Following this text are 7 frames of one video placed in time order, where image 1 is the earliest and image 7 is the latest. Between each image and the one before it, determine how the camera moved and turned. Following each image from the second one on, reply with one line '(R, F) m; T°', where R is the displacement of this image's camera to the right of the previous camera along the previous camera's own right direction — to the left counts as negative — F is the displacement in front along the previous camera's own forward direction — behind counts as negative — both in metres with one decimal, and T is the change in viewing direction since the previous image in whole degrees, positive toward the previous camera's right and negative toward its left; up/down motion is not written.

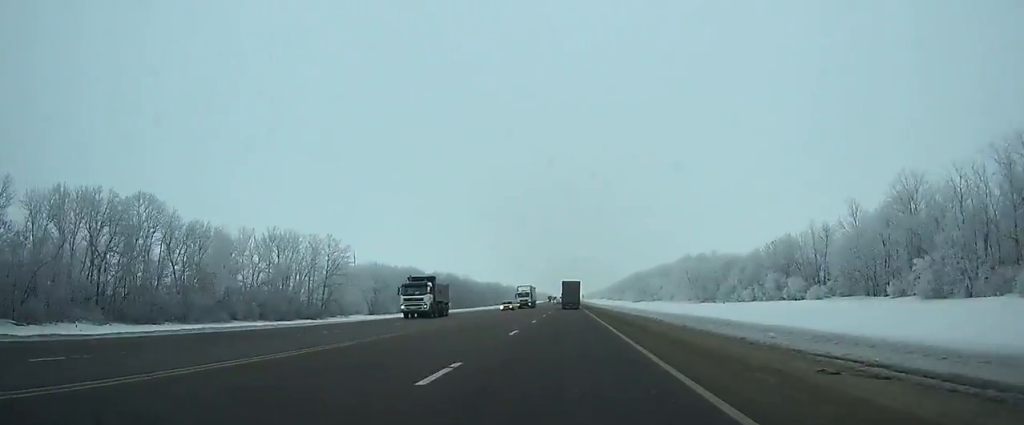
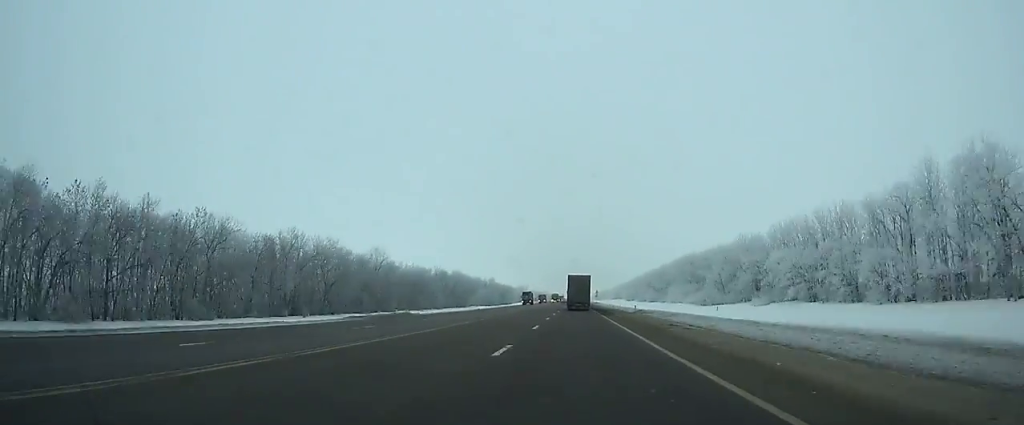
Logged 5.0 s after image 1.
(-0.2, +115.9) m; 0°
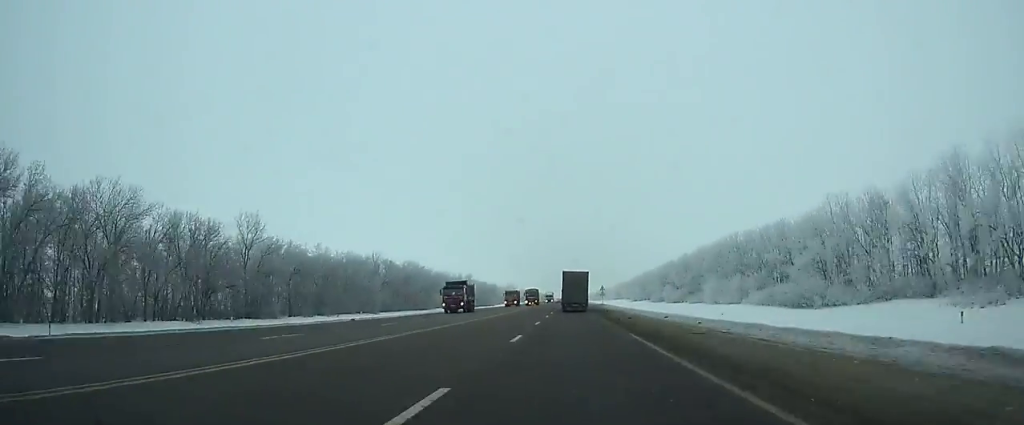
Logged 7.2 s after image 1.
(+0.1, +54.2) m; 0°
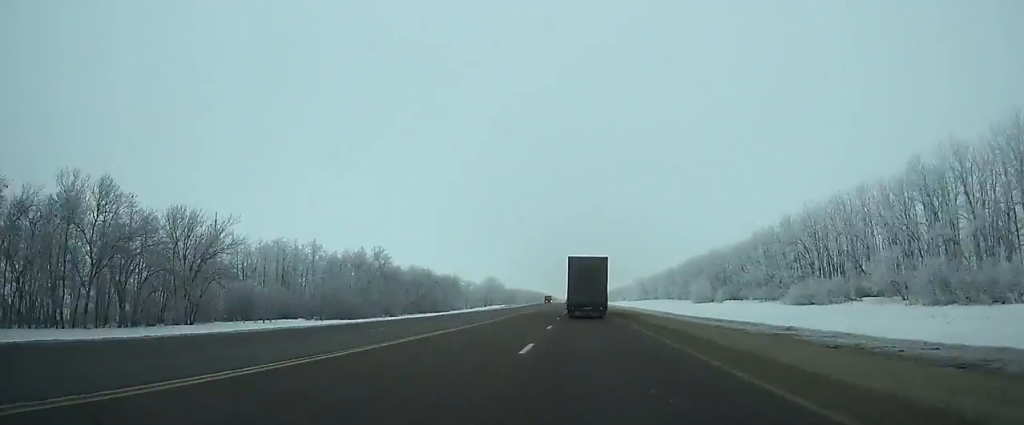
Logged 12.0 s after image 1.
(-0.5, +122.1) m; -1°
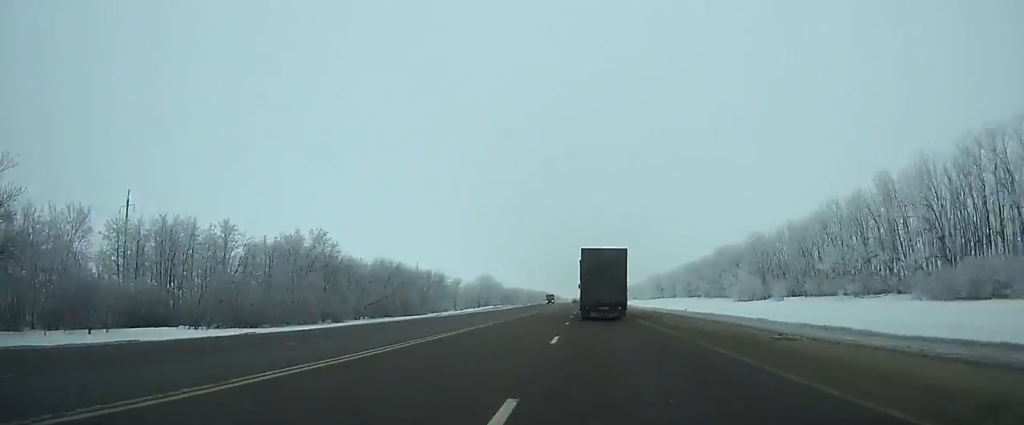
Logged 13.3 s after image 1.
(-0.1, +33.6) m; 0°
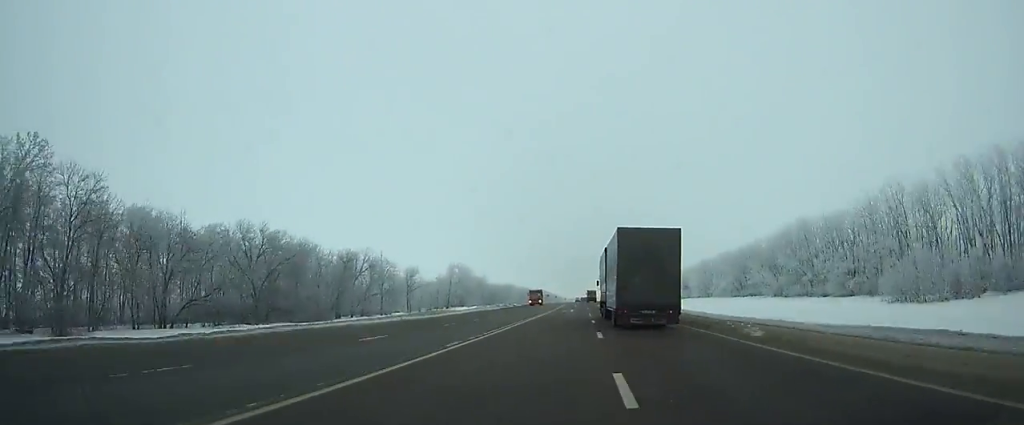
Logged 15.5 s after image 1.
(0.0, +57.5) m; 0°
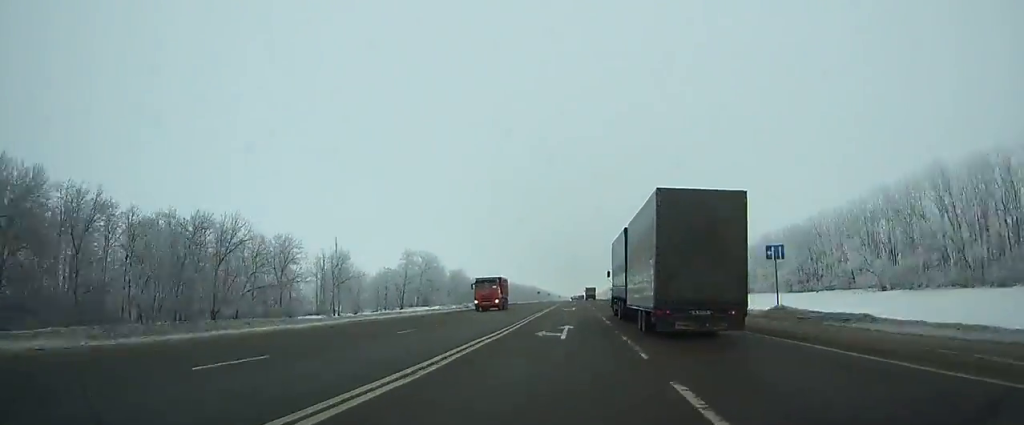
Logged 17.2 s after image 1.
(0.0, +44.7) m; 0°
